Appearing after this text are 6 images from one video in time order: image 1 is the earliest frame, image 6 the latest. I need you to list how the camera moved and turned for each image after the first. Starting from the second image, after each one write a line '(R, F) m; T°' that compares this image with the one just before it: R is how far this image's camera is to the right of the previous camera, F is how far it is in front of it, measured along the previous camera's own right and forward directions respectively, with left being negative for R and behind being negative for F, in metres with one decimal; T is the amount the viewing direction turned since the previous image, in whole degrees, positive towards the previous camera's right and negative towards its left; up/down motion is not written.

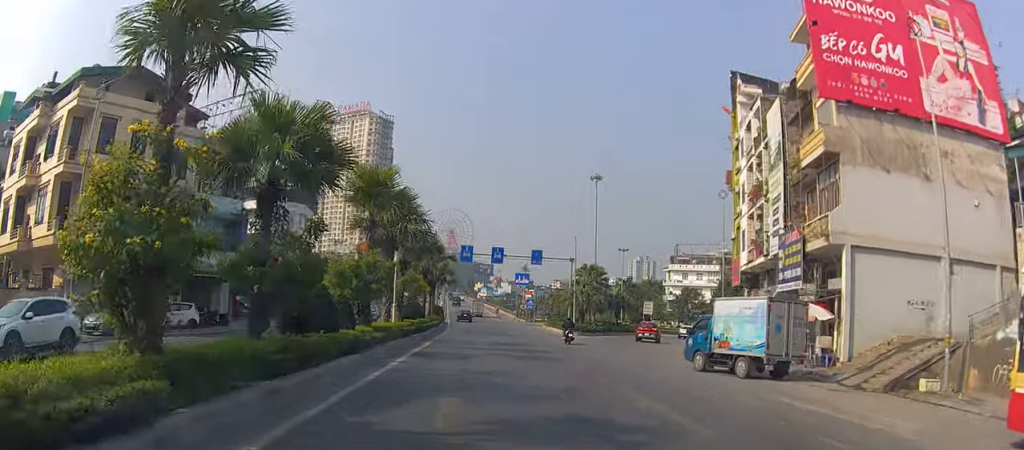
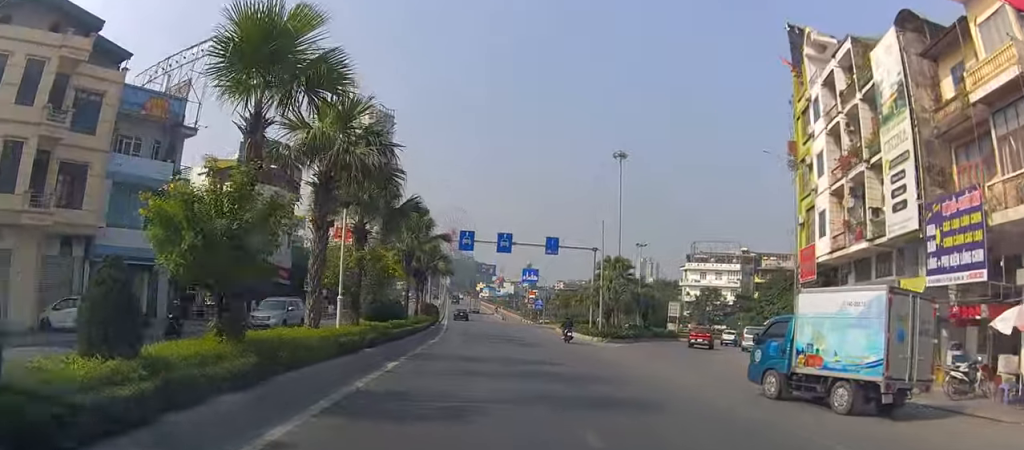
(-0.6, +11.7) m; -1°
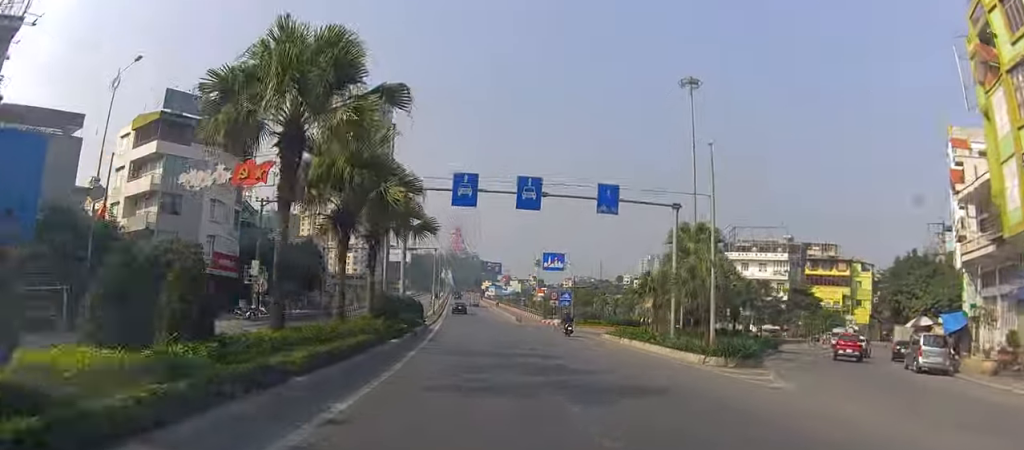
(+0.1, +22.1) m; +1°
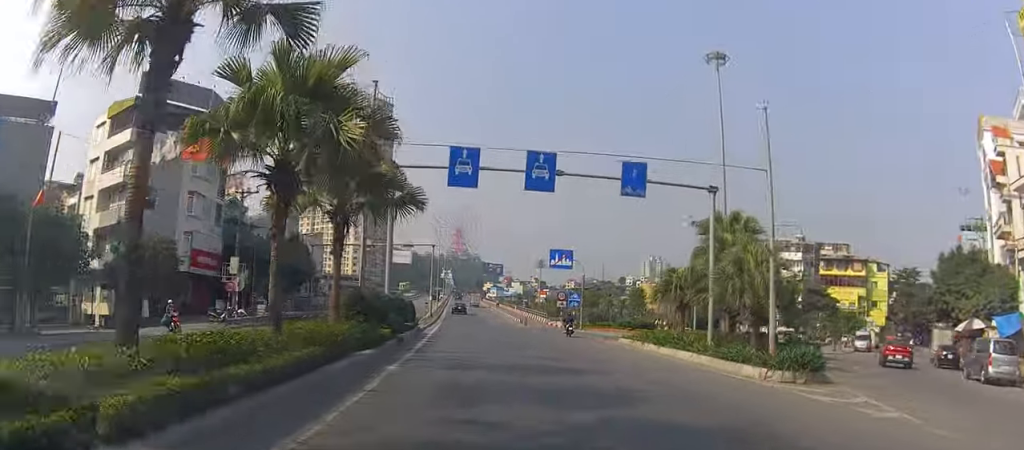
(+0.2, +5.1) m; +2°
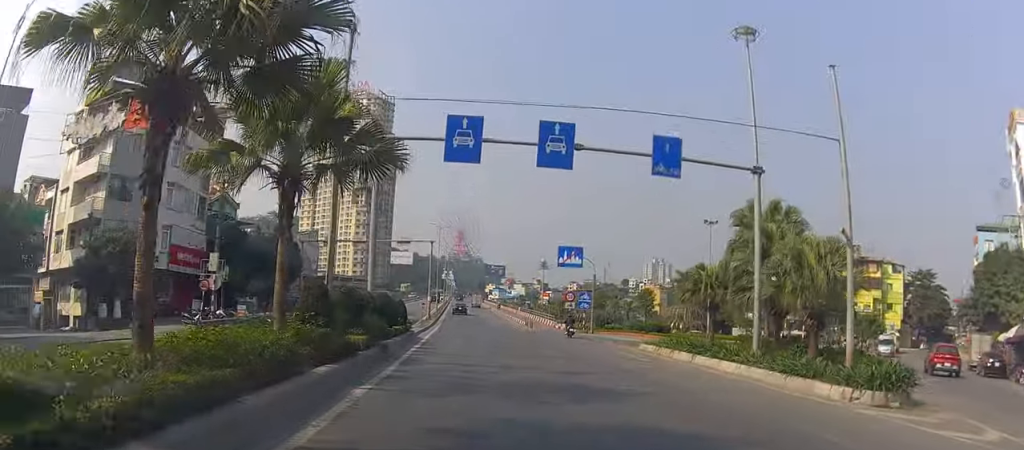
(+0.1, +4.7) m; +1°
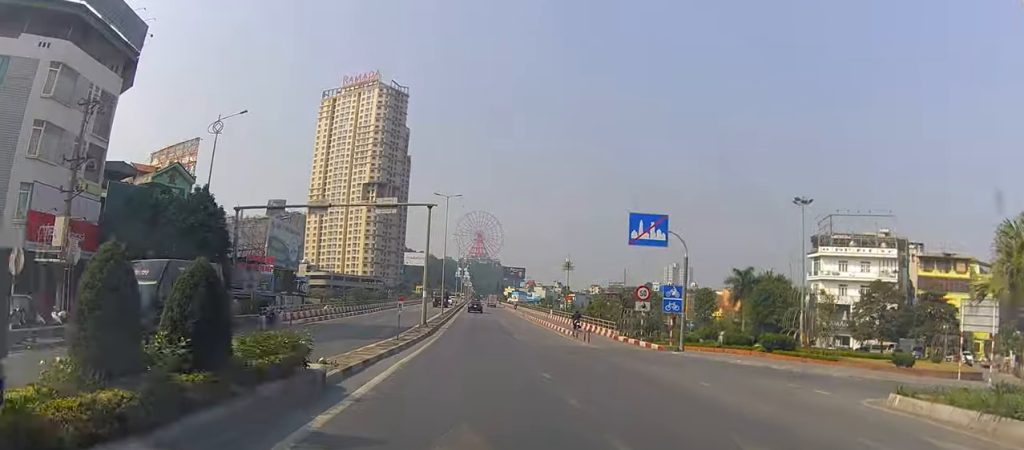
(-1.0, +21.3) m; -3°
